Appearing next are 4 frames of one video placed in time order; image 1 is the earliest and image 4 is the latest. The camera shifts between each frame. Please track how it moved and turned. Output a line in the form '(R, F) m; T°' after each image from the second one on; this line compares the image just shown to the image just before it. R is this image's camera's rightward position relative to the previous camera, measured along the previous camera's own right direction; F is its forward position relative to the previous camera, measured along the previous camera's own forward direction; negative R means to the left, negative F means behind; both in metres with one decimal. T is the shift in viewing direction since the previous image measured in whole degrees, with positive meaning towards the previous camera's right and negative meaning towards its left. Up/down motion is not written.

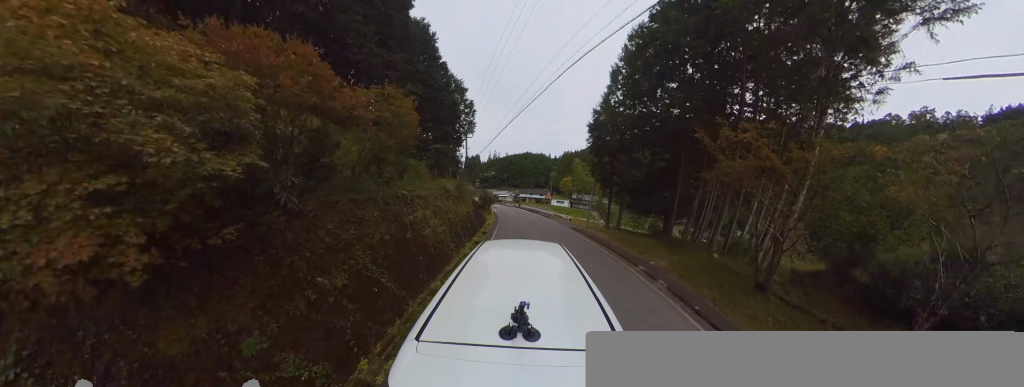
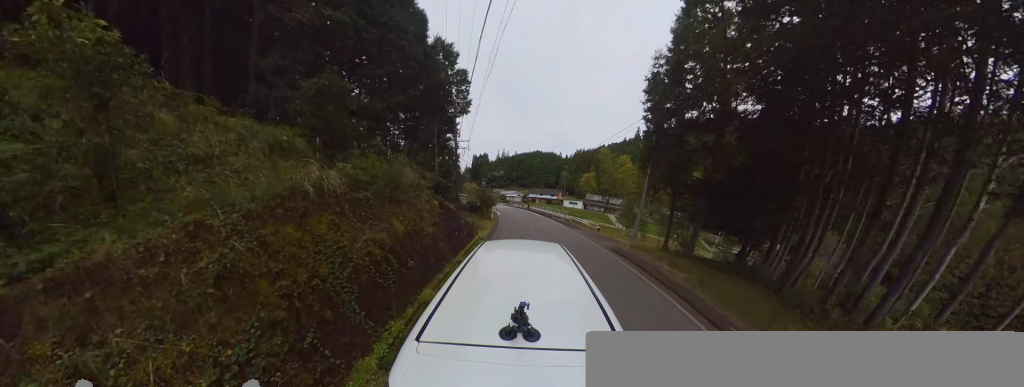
(-0.2, +6.2) m; -3°
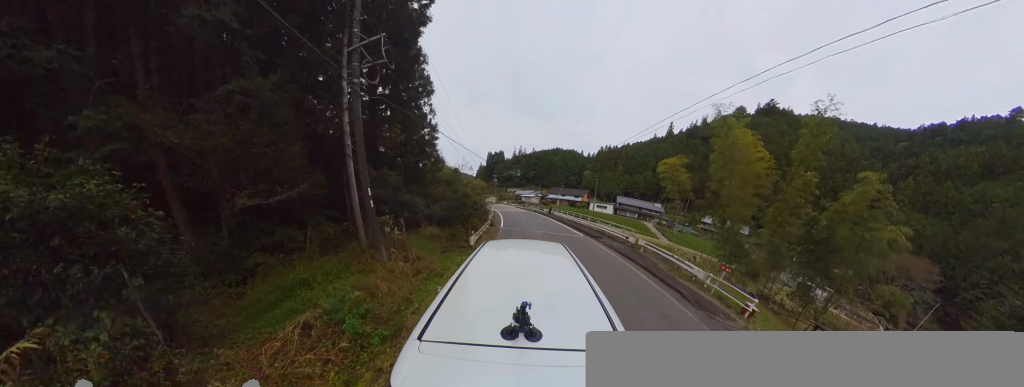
(-1.1, +12.1) m; -5°
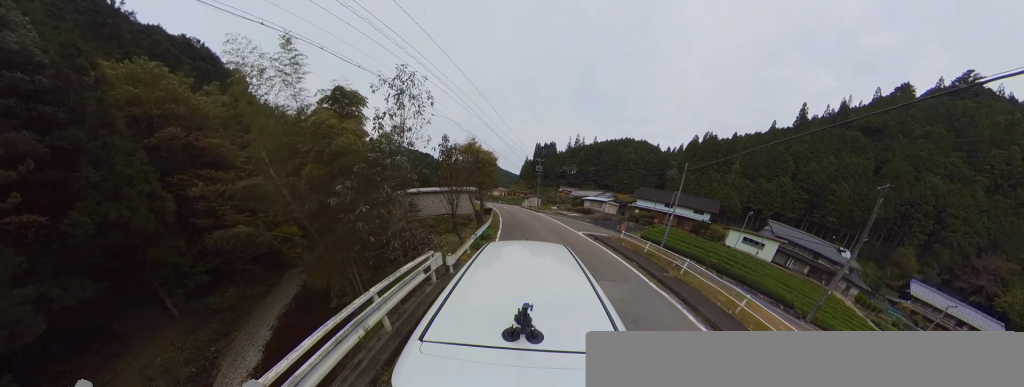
(-4.5, +30.0) m; -15°
